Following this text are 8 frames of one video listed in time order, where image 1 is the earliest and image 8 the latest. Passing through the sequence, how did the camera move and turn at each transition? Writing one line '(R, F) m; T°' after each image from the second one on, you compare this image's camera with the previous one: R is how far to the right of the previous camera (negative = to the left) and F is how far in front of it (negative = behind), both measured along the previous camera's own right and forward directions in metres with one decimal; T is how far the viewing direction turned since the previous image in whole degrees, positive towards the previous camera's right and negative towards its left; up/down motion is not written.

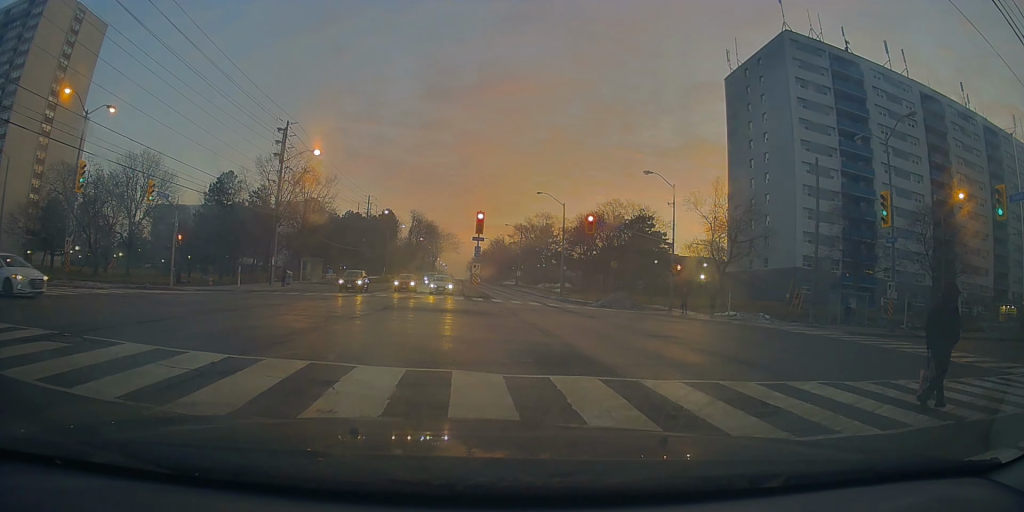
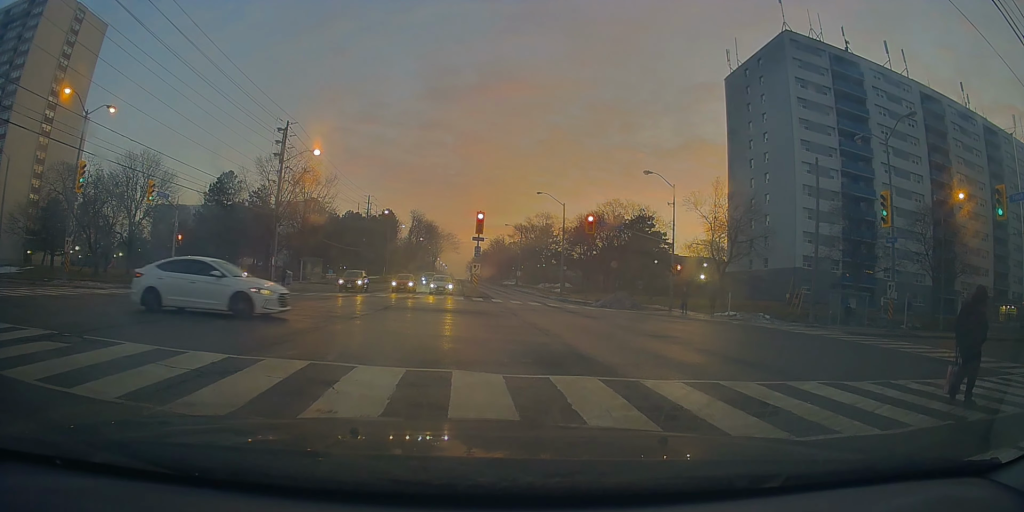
(0.0, 0.0) m; 0°
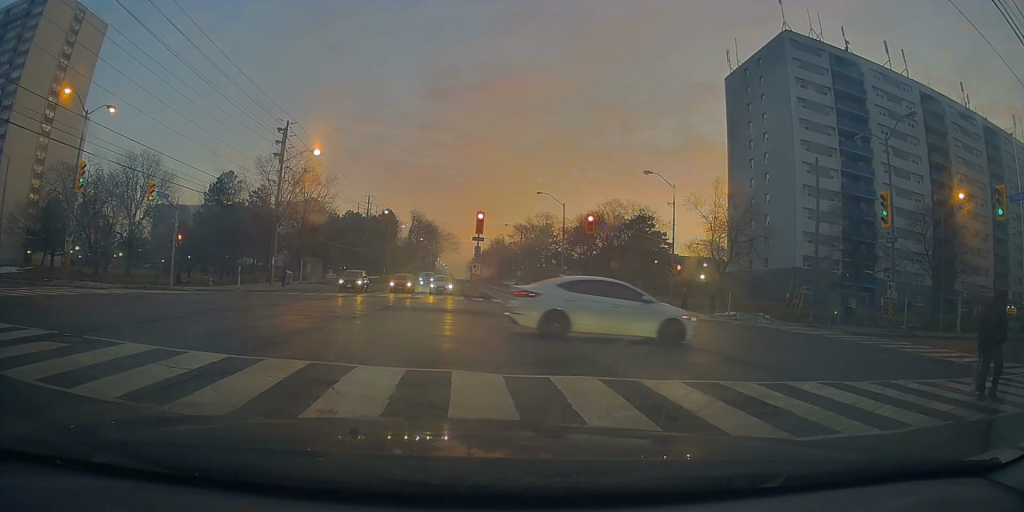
(0.0, 0.0) m; 0°
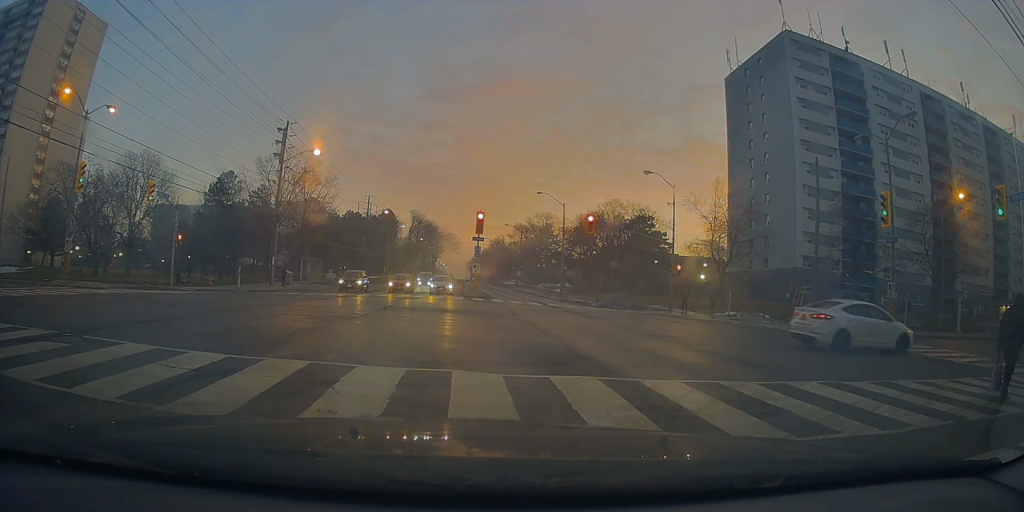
(0.0, 0.0) m; 0°
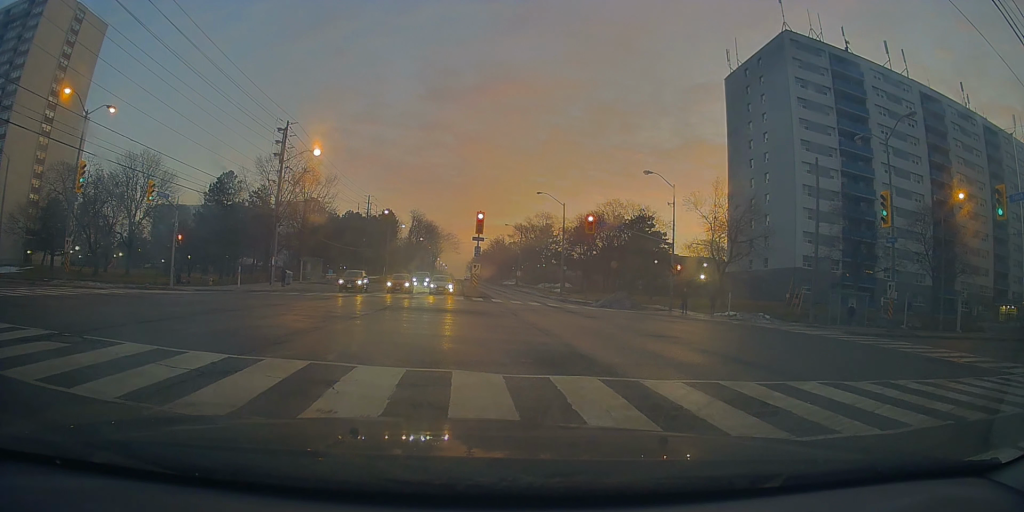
(0.0, 0.0) m; 0°
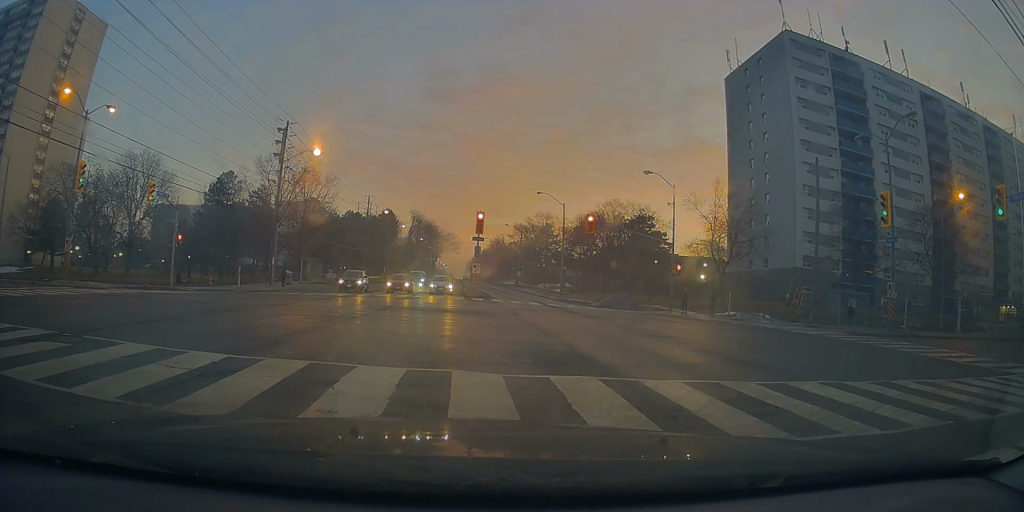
(0.0, 0.0) m; 0°
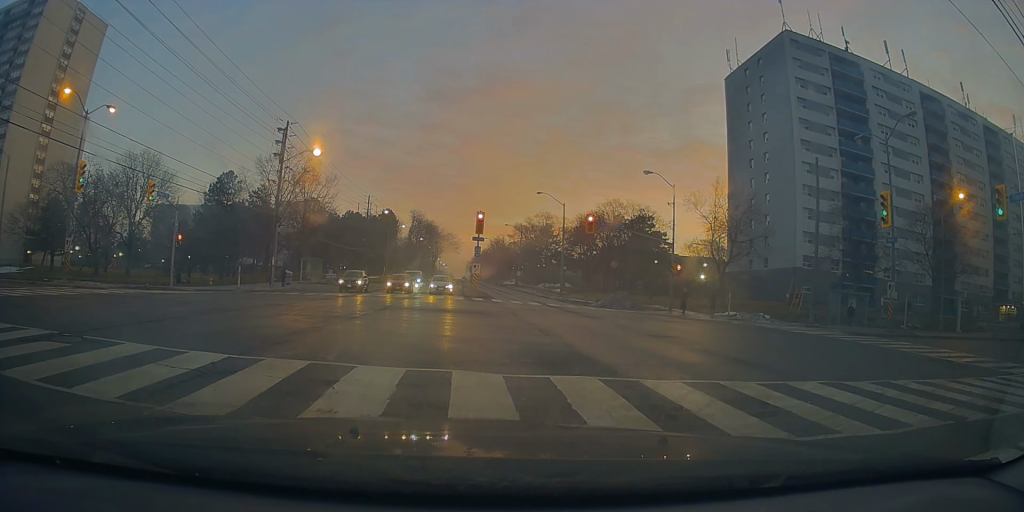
(0.0, 0.0) m; 0°
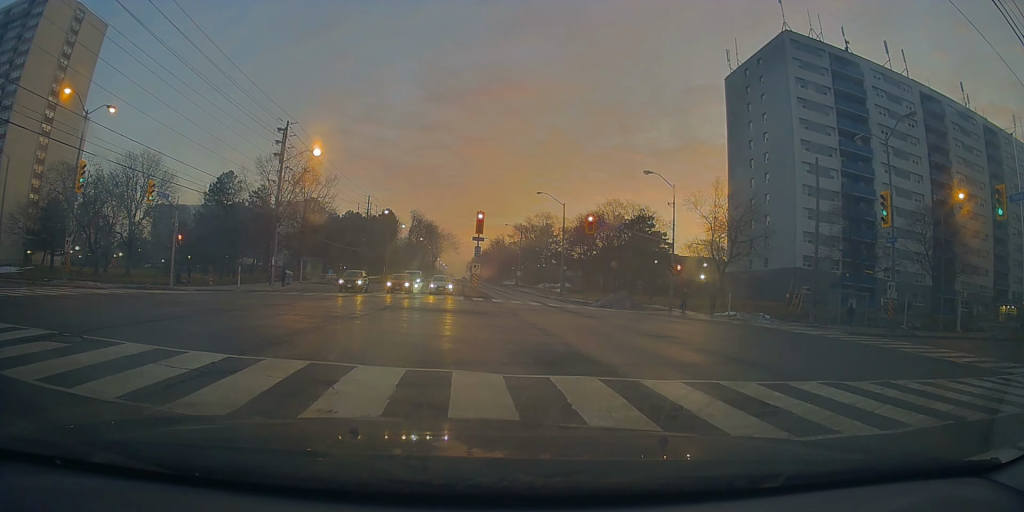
(0.0, 0.0) m; 0°
